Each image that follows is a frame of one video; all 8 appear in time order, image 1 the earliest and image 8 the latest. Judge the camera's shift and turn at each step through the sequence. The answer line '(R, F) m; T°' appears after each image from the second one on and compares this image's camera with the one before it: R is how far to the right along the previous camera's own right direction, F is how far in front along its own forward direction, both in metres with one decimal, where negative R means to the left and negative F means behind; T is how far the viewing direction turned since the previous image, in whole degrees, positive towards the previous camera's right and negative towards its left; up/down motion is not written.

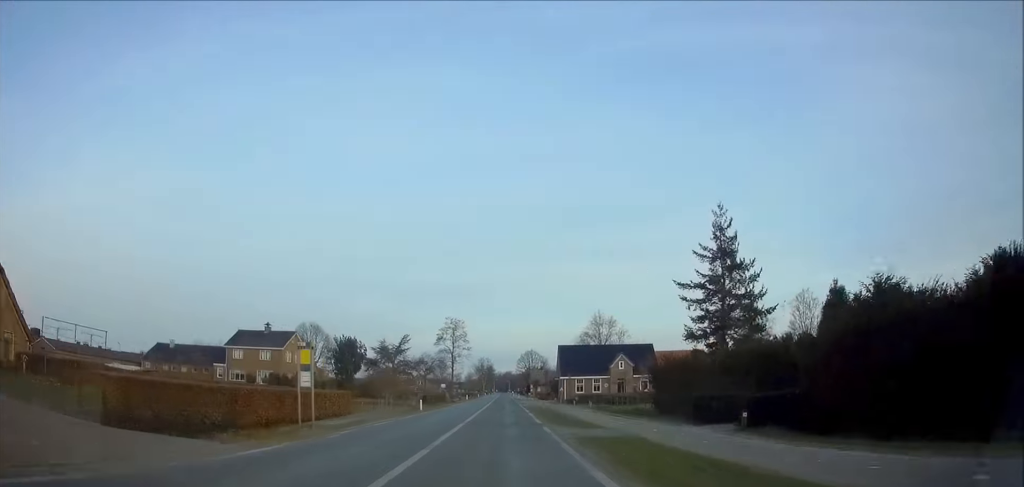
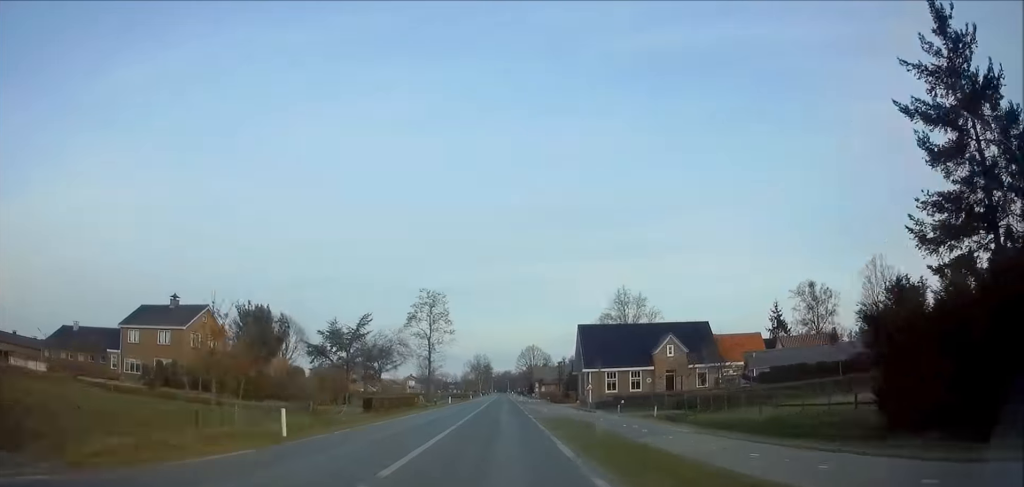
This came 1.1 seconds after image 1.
(0.0, +25.5) m; 0°
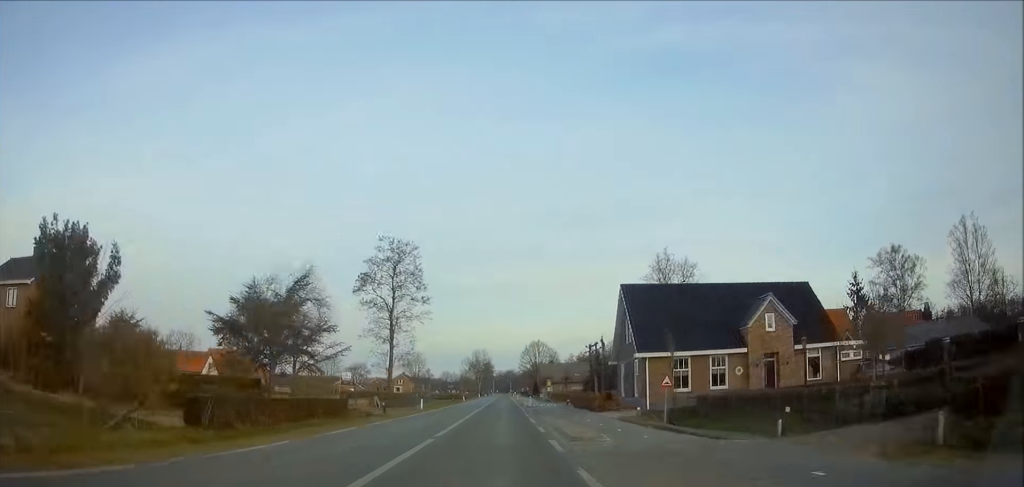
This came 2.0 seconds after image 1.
(-0.1, +22.3) m; 0°
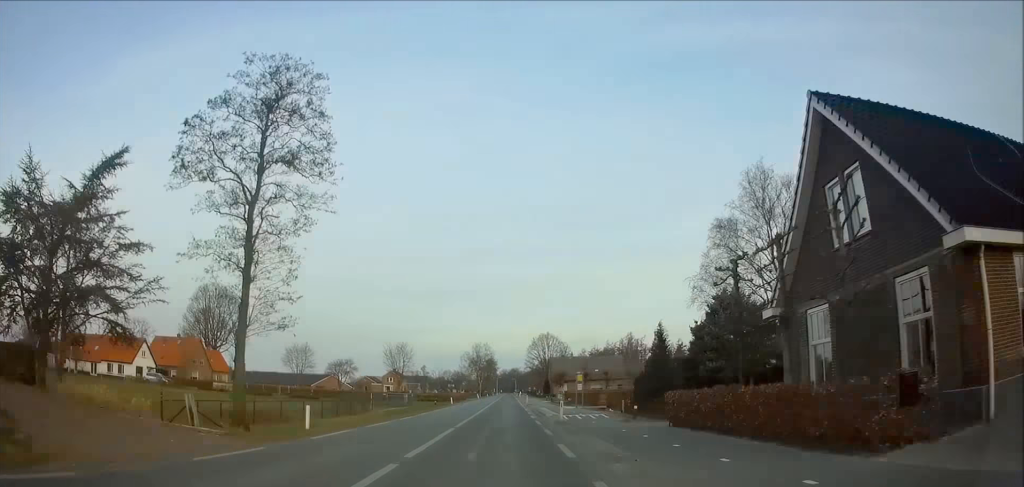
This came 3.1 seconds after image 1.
(-0.1, +25.5) m; 0°
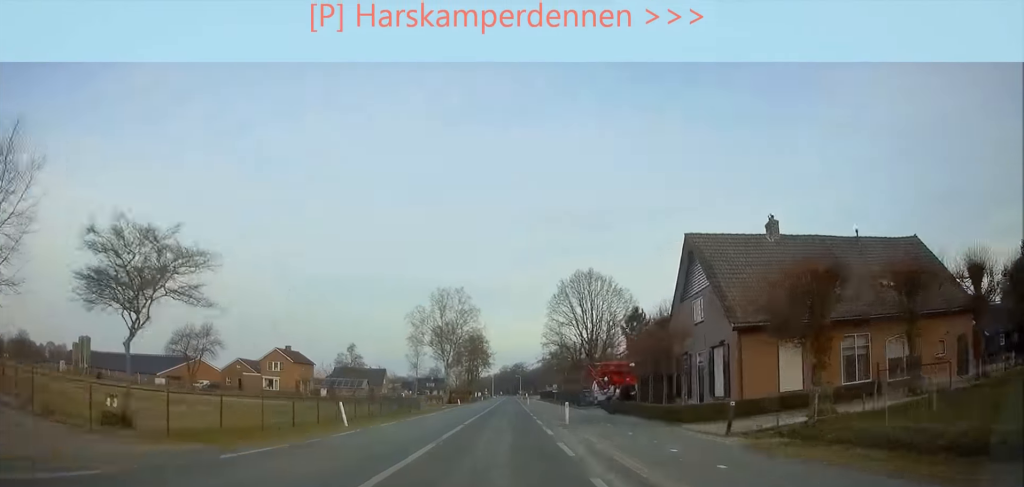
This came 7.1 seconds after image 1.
(-0.1, +95.4) m; 0°
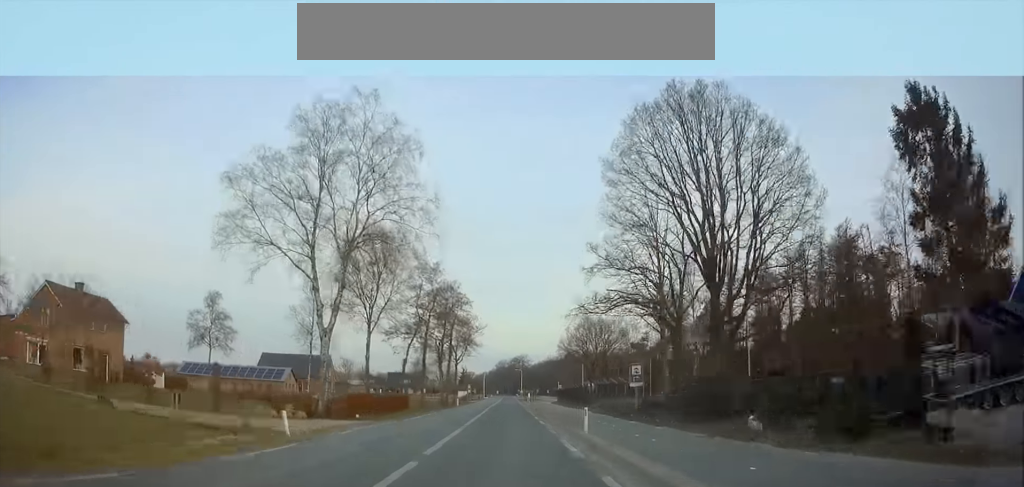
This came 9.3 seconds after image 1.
(+0.1, +54.2) m; 0°
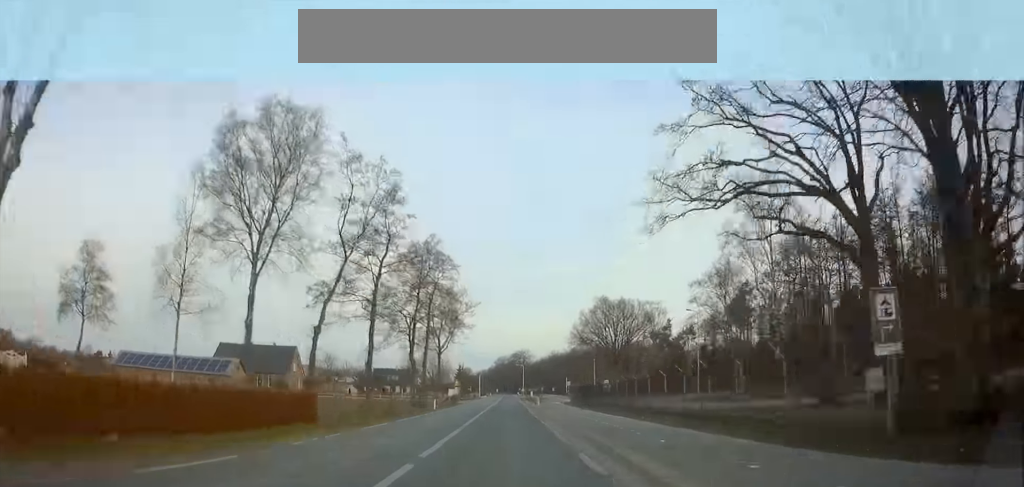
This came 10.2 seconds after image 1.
(0.0, +20.7) m; 0°
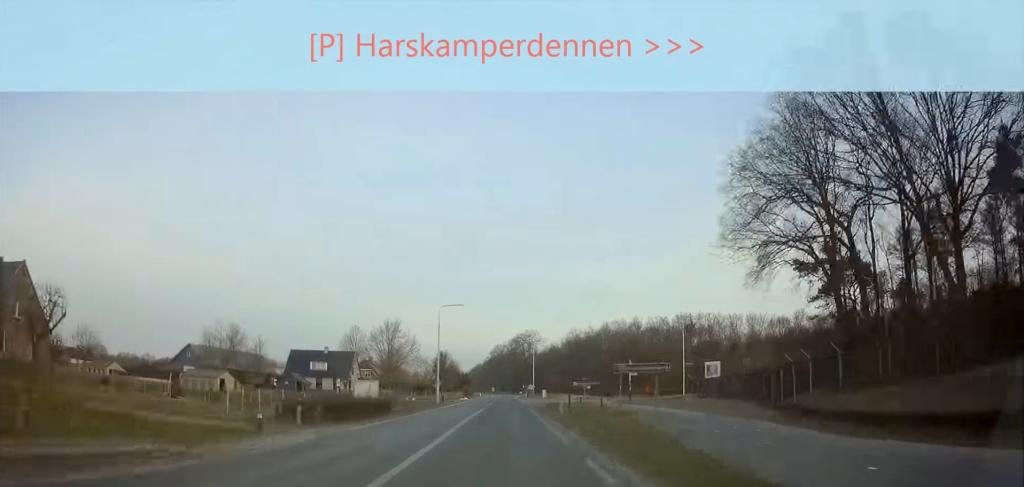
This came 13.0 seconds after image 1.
(0.0, +67.0) m; 0°
